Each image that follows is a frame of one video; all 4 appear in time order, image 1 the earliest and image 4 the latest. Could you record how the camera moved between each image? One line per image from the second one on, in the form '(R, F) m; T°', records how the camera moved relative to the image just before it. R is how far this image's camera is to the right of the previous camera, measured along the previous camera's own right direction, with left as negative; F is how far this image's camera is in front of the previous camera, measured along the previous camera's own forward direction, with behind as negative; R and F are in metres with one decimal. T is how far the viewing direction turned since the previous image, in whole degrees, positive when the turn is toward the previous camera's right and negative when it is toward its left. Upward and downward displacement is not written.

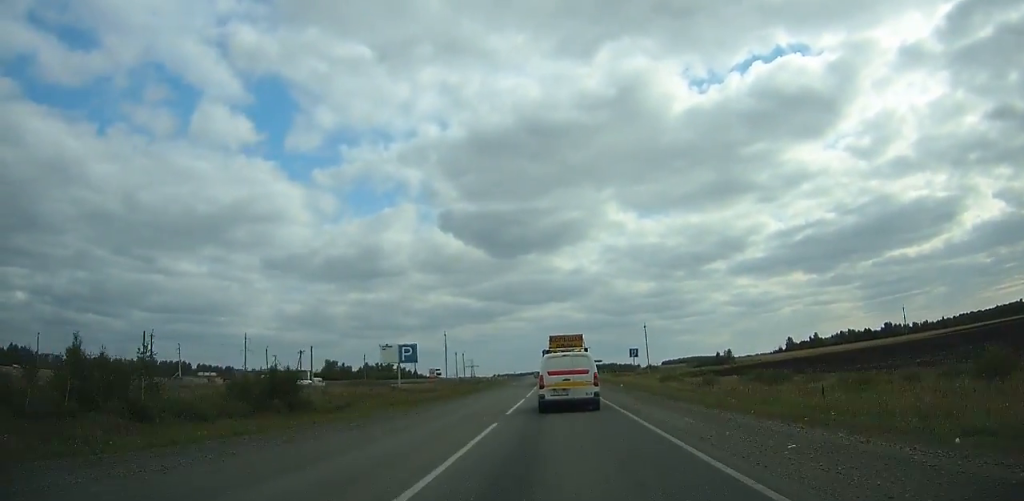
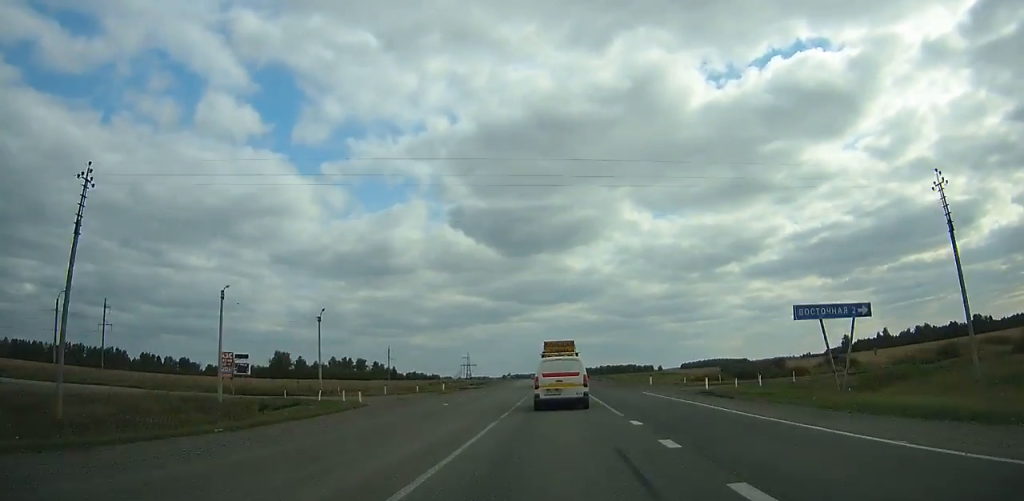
(-1.0, +104.3) m; -1°
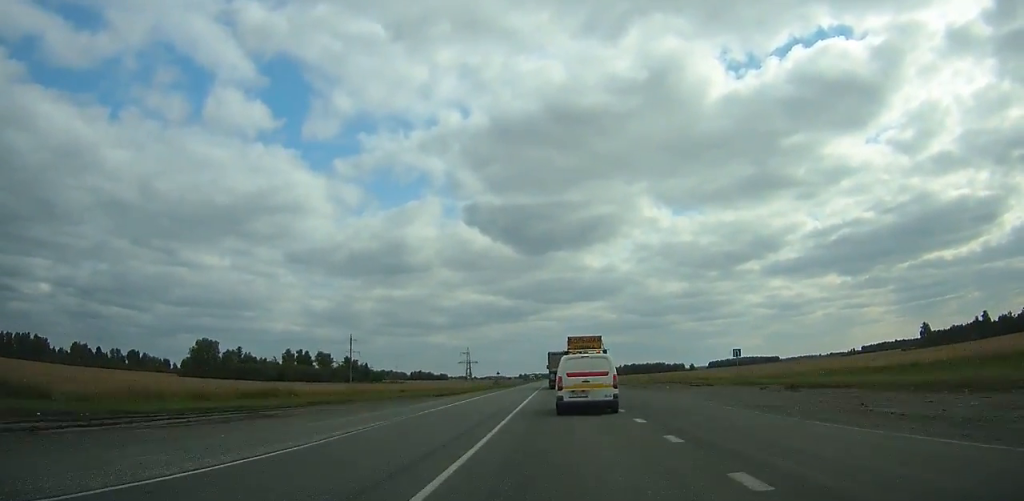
(-1.2, +95.6) m; -1°
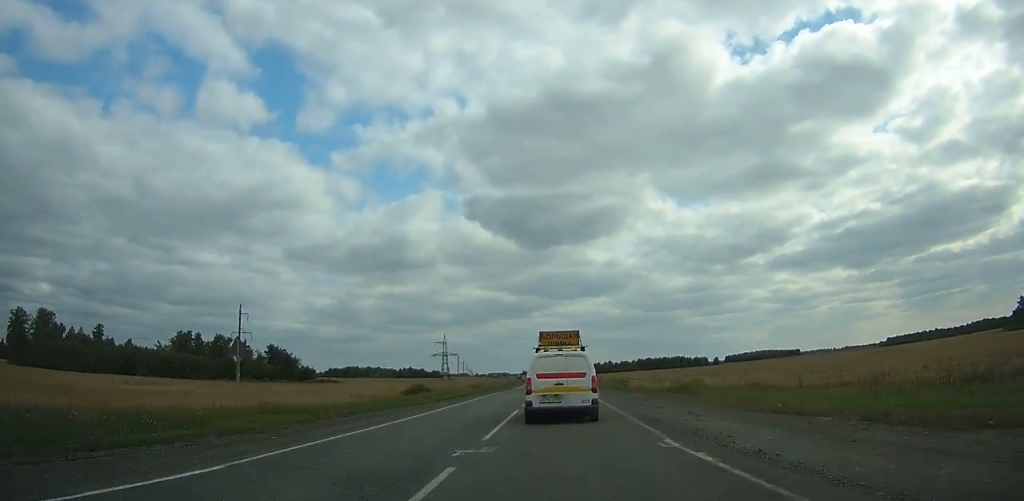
(-1.0, +101.2) m; -1°
